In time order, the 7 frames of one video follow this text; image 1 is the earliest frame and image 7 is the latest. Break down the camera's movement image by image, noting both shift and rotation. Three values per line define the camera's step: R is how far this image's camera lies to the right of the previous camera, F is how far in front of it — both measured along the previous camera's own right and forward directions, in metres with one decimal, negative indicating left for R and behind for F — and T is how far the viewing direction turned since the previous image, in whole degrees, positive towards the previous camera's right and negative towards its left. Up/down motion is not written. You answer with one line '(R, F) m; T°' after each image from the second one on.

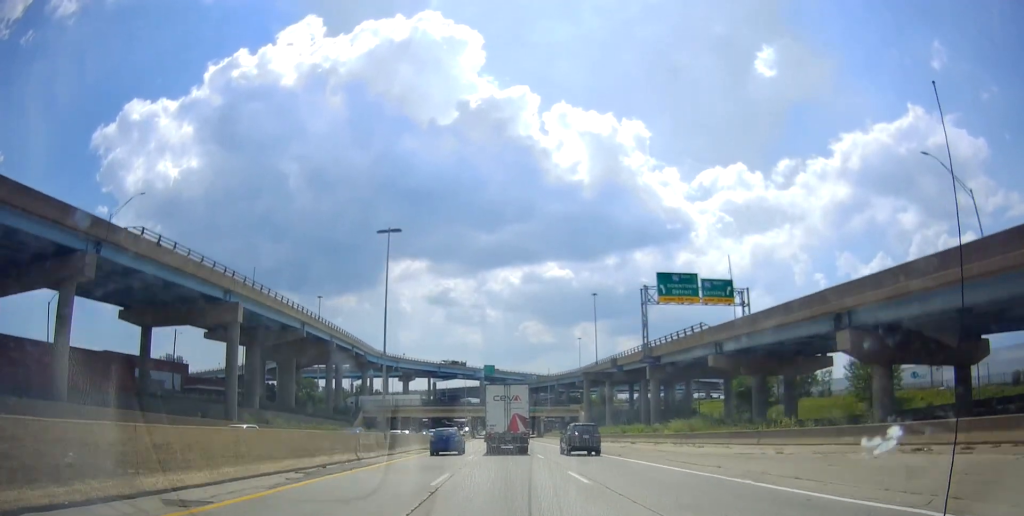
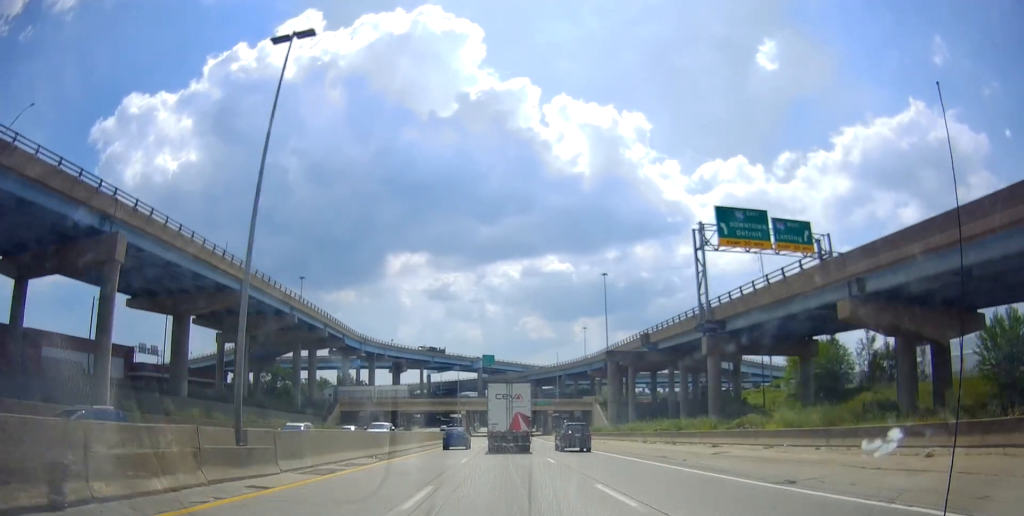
(-0.3, +20.3) m; 0°
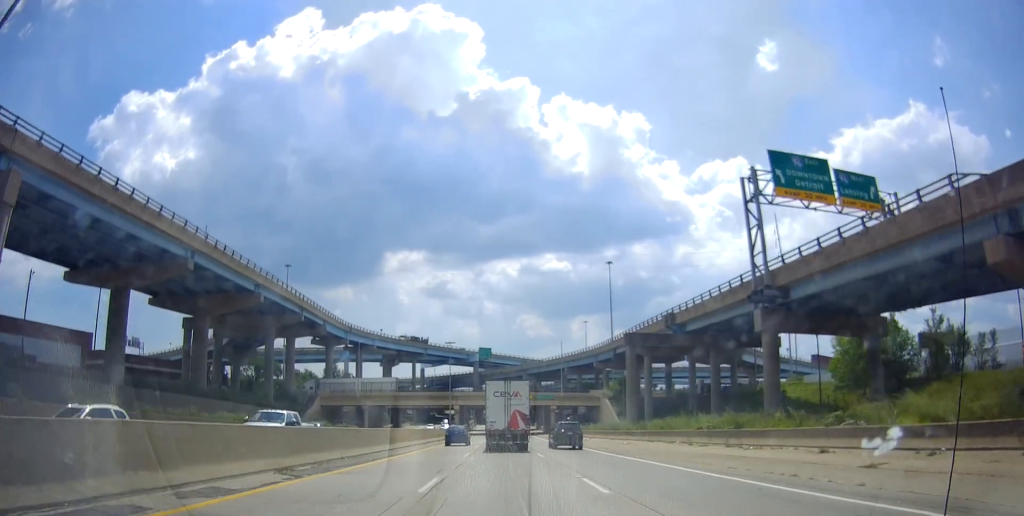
(+0.2, +11.9) m; 0°
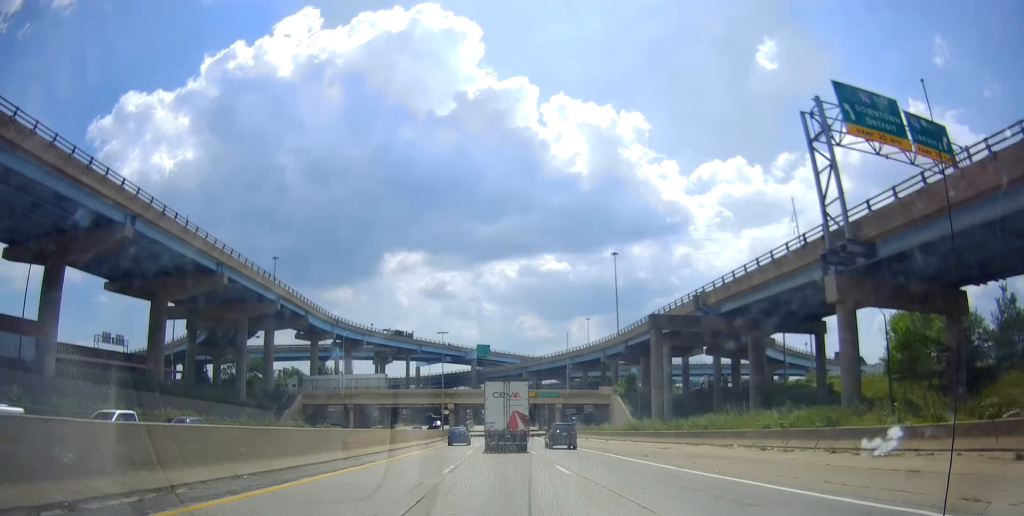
(+0.2, +10.2) m; 0°
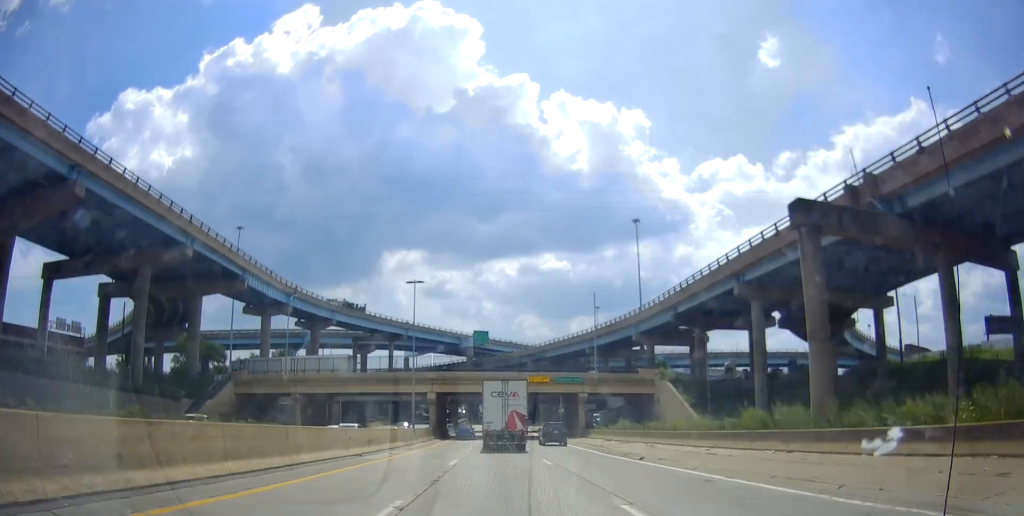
(-0.3, +26.5) m; 0°
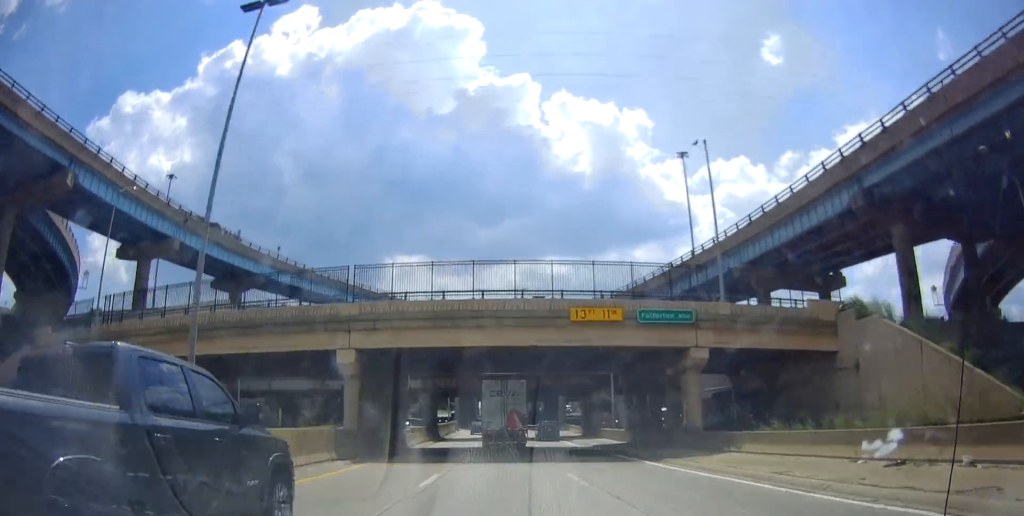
(+0.6, +37.9) m; +1°
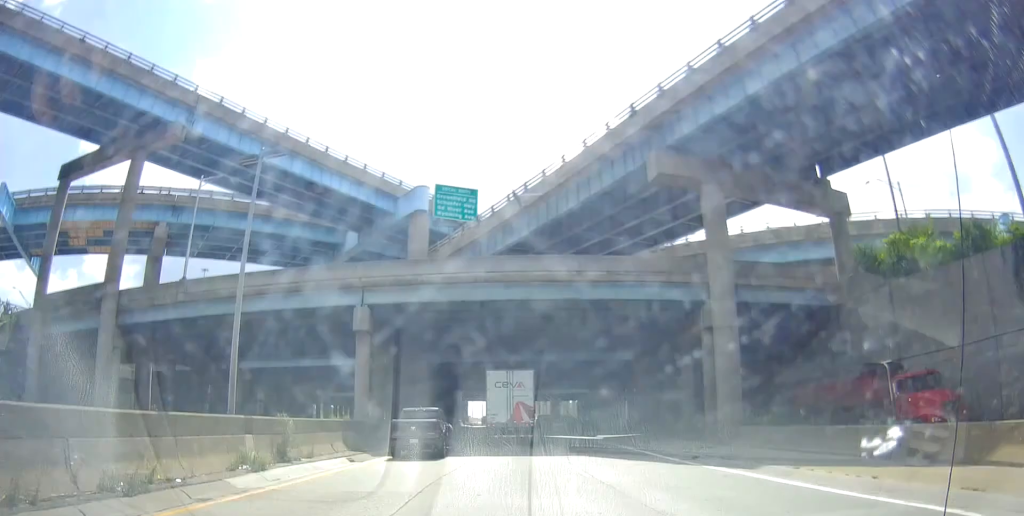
(-0.2, +70.9) m; -2°
